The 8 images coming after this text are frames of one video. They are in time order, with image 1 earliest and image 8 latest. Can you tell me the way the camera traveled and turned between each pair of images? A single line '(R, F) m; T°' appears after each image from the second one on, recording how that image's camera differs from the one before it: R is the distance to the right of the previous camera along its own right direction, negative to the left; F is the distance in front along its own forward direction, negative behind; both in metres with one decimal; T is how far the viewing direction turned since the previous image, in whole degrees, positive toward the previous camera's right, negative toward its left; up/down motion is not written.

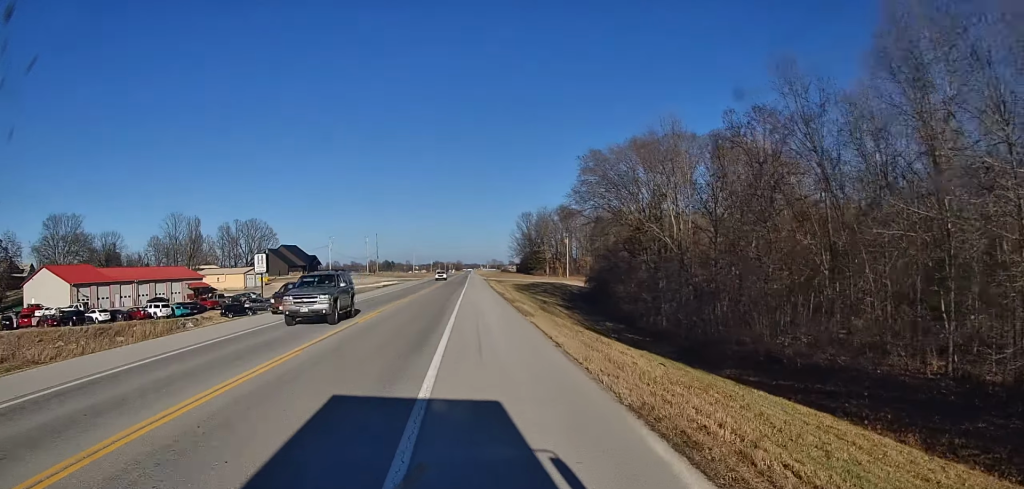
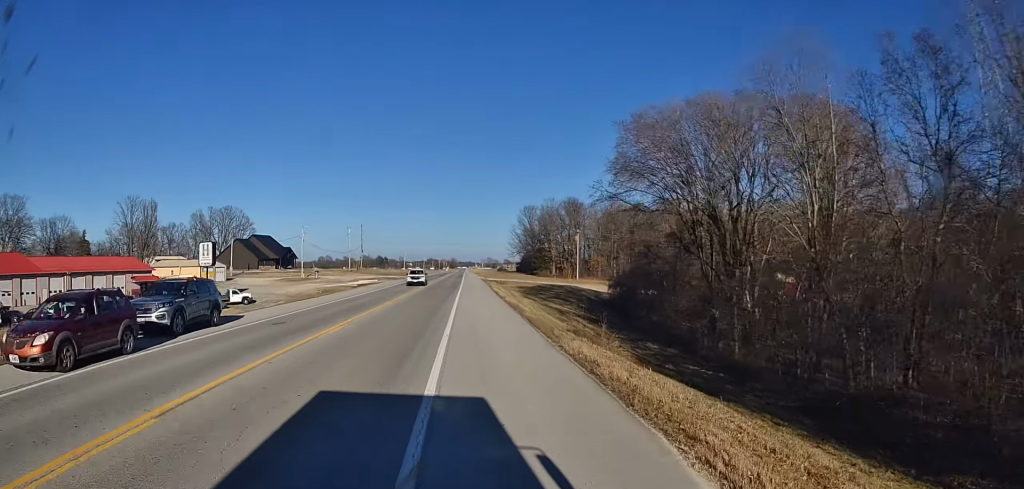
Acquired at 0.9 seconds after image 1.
(0.0, +18.7) m; +1°
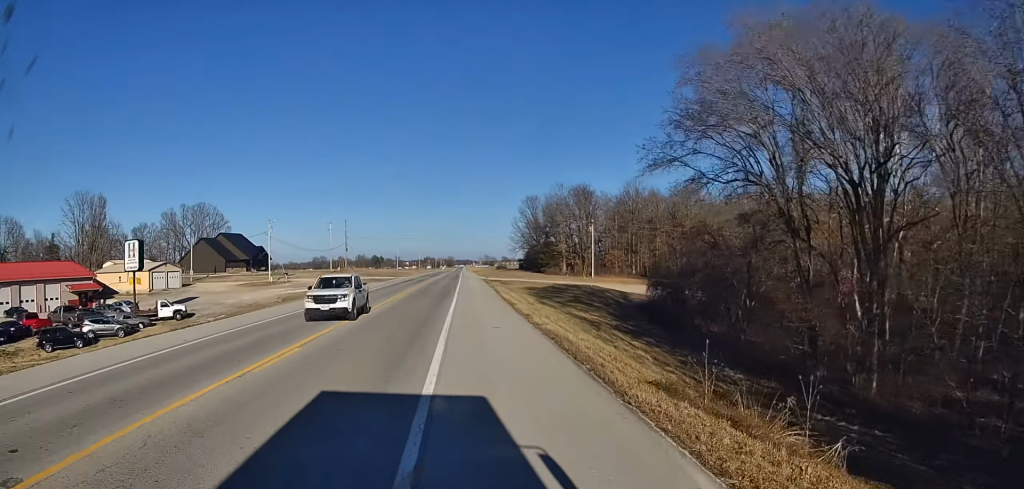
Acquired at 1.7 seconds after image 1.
(+0.2, +17.2) m; +1°
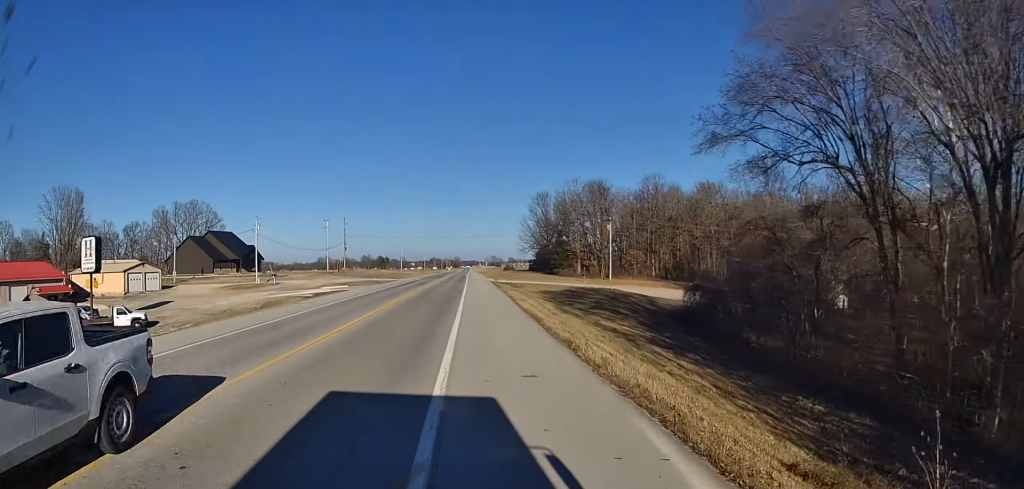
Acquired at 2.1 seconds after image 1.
(+0.2, +8.6) m; 0°
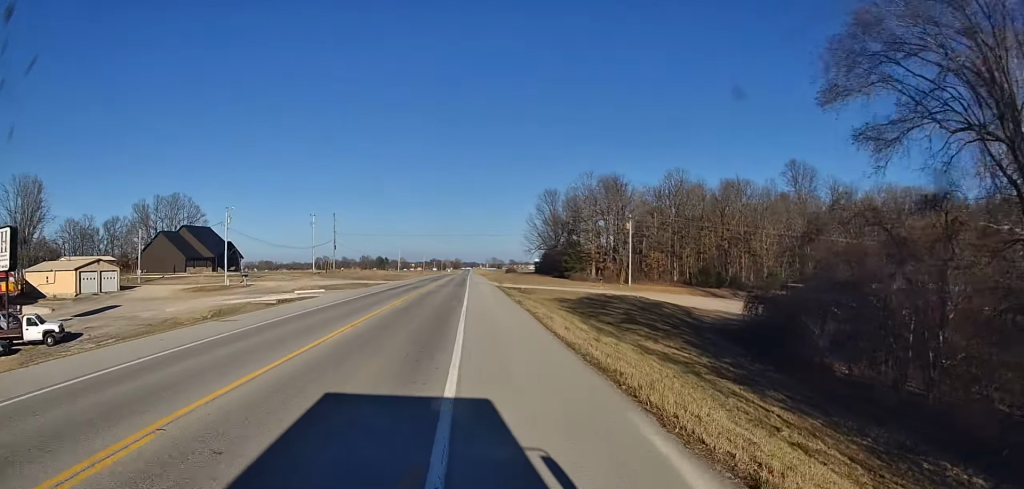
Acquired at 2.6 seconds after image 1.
(0.0, +11.4) m; 0°
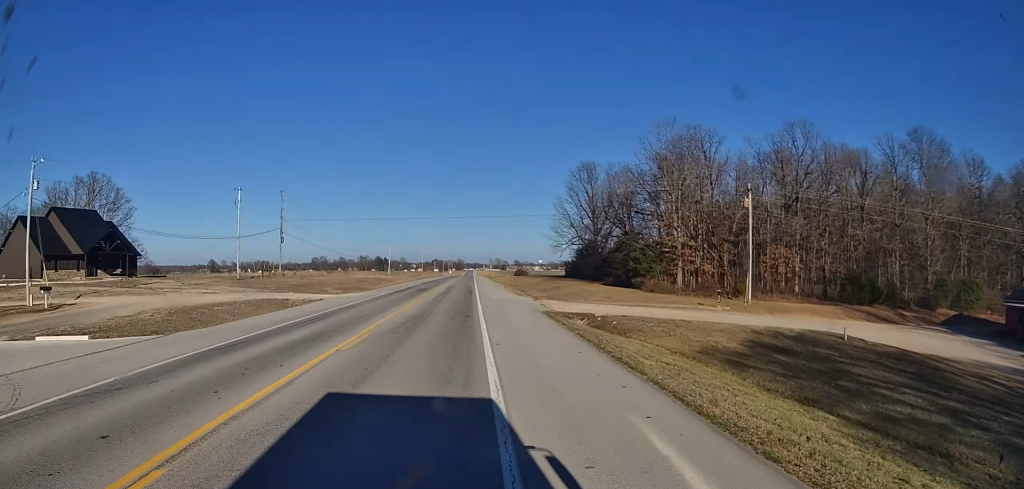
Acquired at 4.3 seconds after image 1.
(-0.3, +37.0) m; +1°
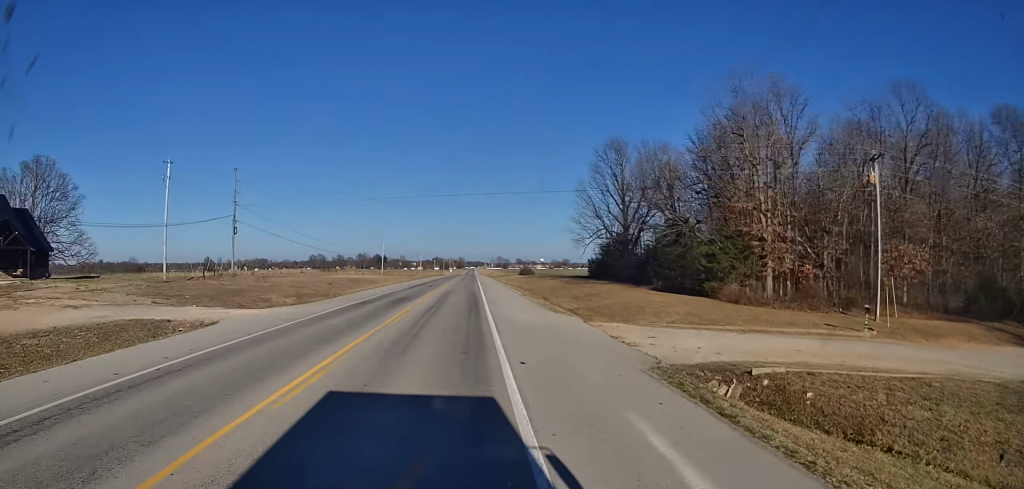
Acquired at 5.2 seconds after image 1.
(+0.4, +17.9) m; 0°
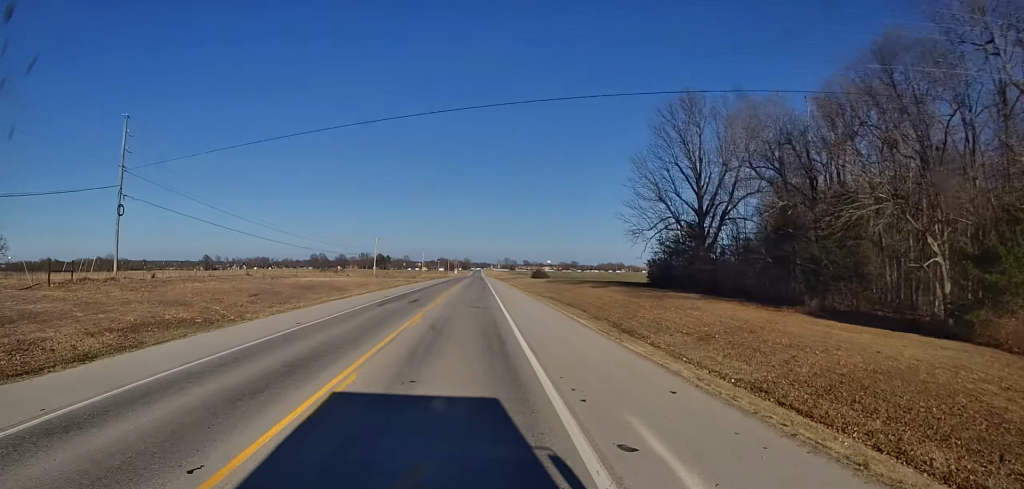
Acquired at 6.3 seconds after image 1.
(-0.3, +24.4) m; -2°
